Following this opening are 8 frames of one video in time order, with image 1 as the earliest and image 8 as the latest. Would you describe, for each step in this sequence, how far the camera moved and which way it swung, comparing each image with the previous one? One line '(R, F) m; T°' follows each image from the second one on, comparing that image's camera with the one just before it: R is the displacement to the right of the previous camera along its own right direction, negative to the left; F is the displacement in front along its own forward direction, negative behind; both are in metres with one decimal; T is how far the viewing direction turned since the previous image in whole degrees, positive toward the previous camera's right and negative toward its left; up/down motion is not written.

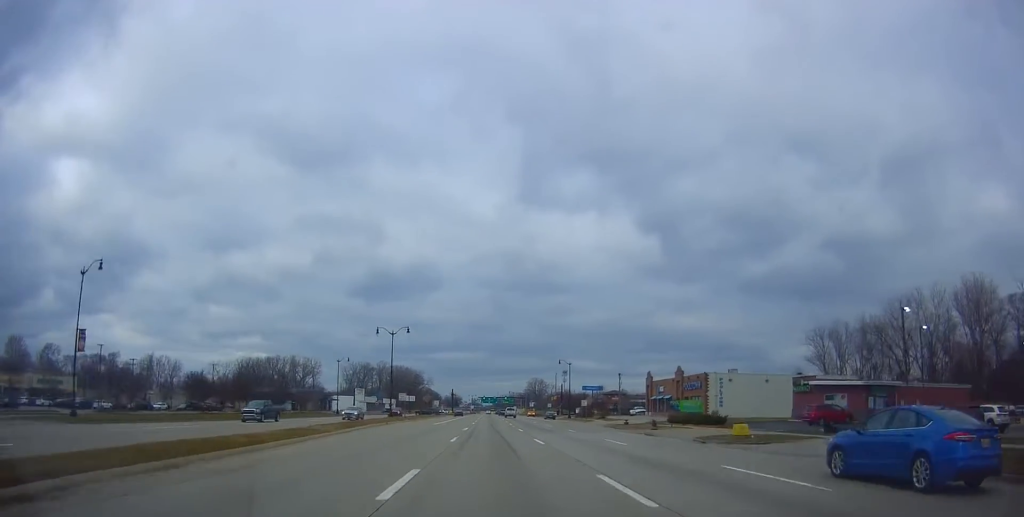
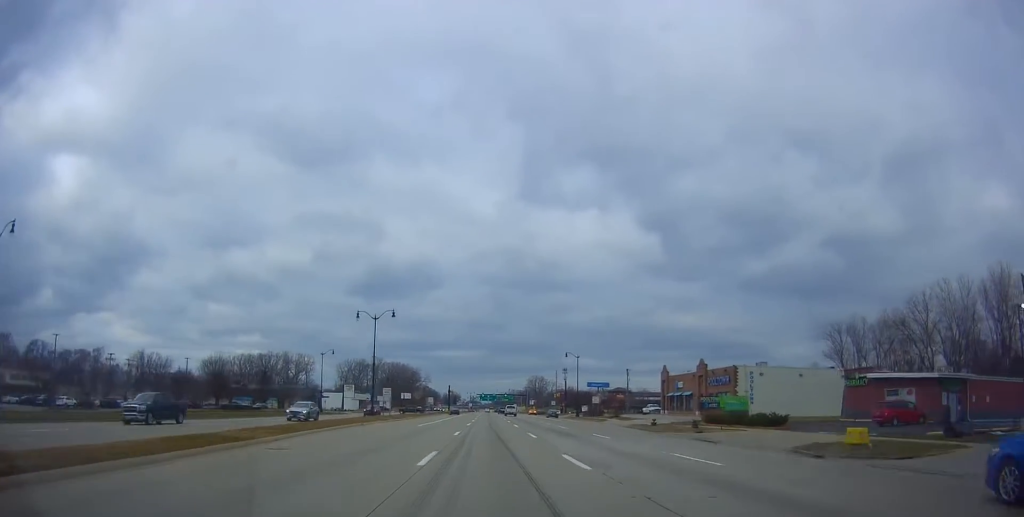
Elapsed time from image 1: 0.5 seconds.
(+0.1, +10.8) m; 0°
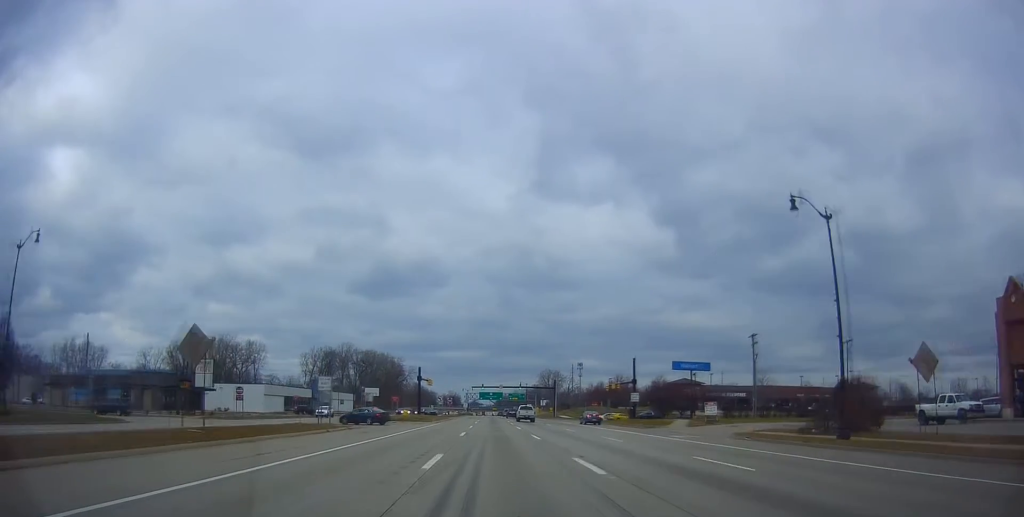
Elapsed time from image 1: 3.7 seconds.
(-1.3, +75.7) m; 0°
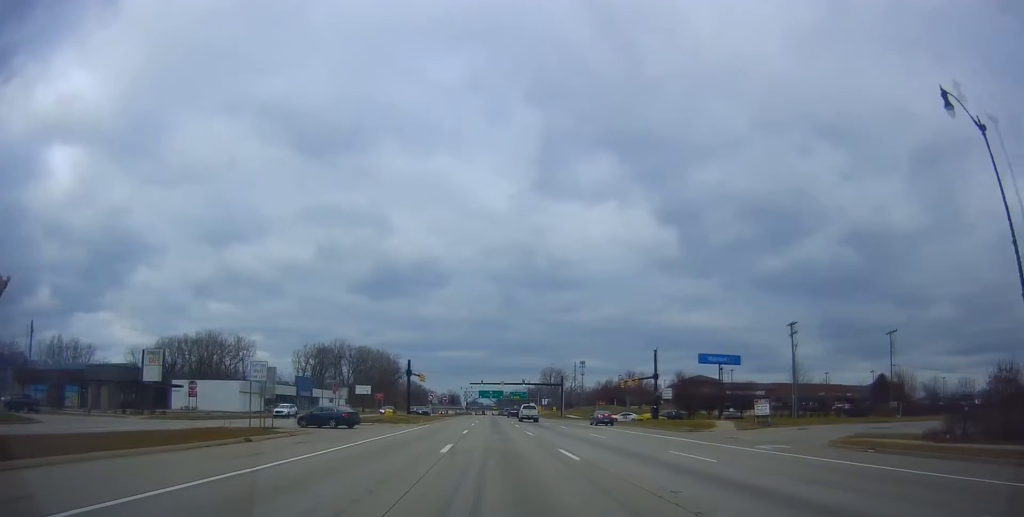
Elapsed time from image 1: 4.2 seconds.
(0.0, +11.7) m; -1°
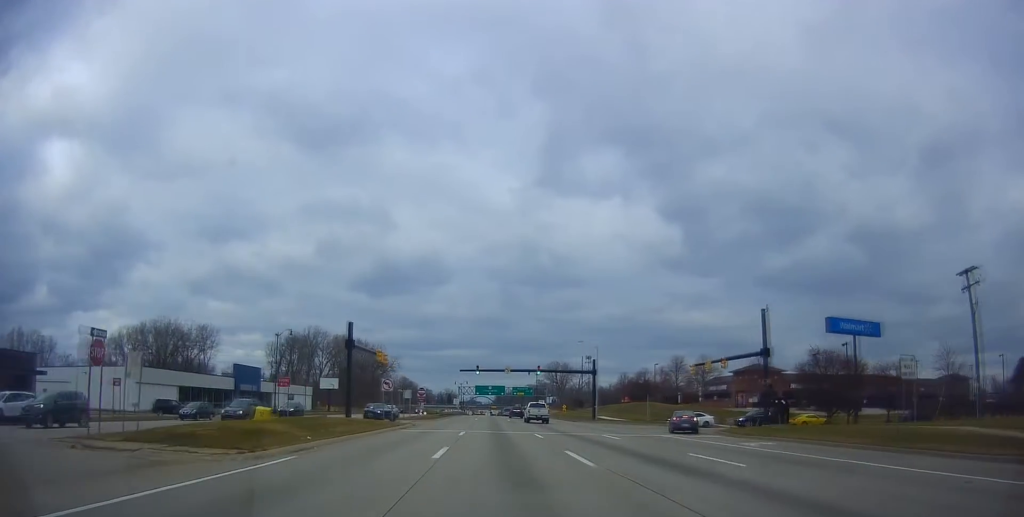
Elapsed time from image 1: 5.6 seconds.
(-0.9, +32.9) m; -1°
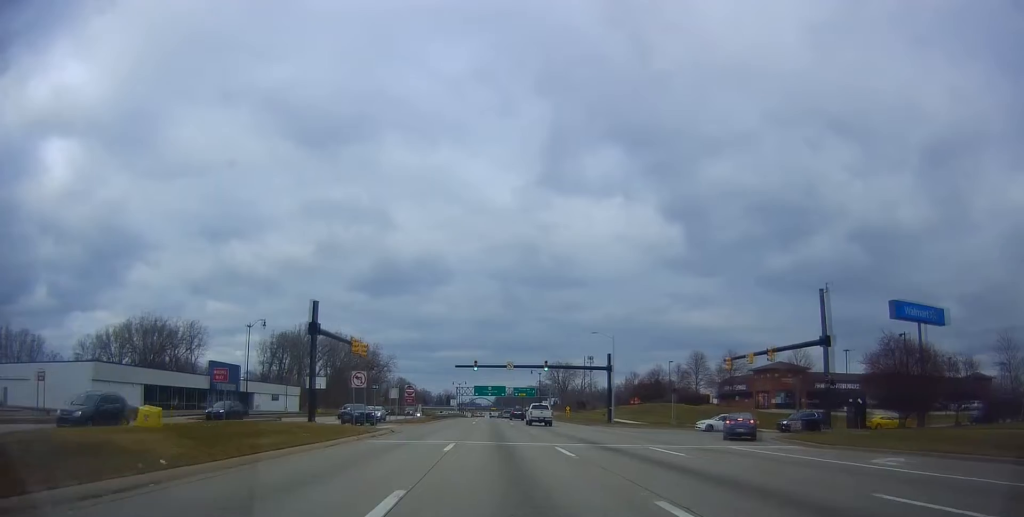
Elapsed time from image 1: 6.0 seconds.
(+0.1, +9.4) m; +1°
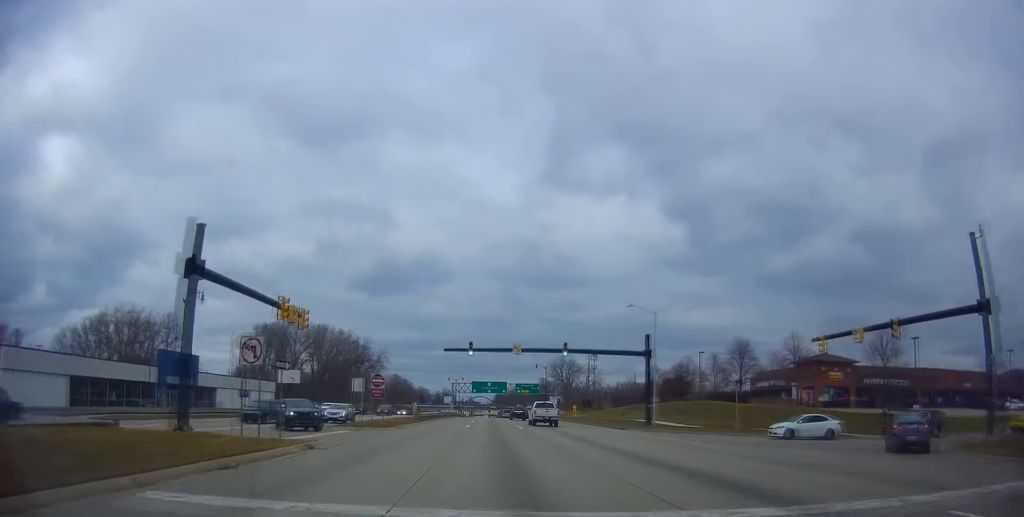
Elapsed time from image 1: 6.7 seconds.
(+0.4, +15.7) m; +1°
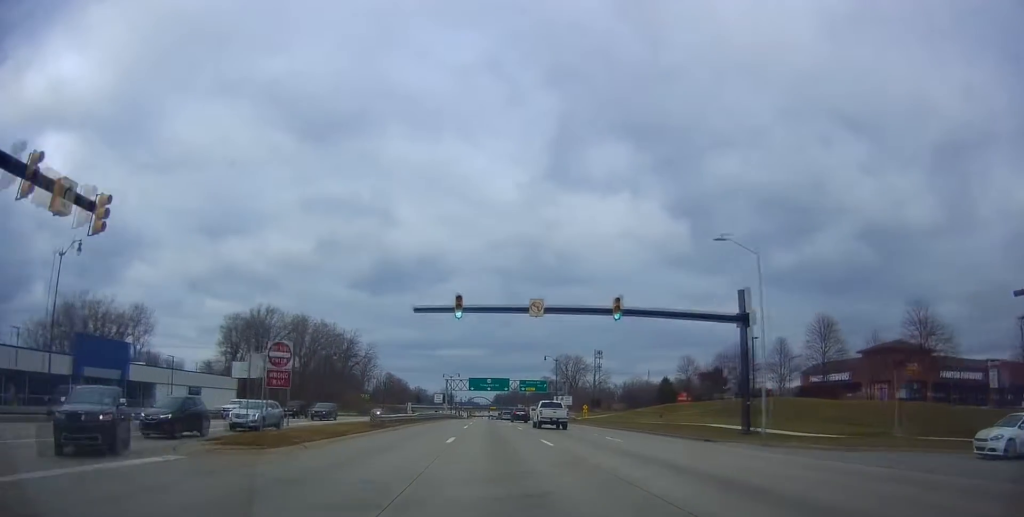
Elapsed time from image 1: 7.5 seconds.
(0.0, +18.8) m; -1°
